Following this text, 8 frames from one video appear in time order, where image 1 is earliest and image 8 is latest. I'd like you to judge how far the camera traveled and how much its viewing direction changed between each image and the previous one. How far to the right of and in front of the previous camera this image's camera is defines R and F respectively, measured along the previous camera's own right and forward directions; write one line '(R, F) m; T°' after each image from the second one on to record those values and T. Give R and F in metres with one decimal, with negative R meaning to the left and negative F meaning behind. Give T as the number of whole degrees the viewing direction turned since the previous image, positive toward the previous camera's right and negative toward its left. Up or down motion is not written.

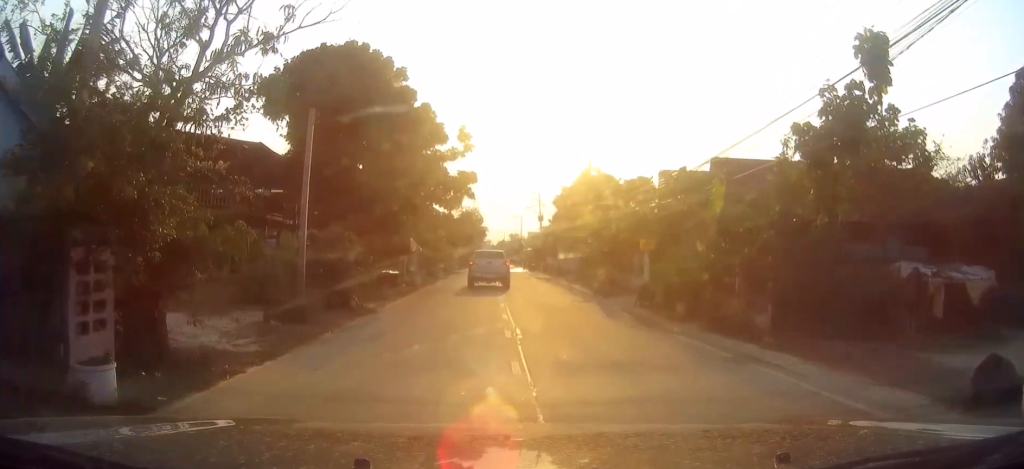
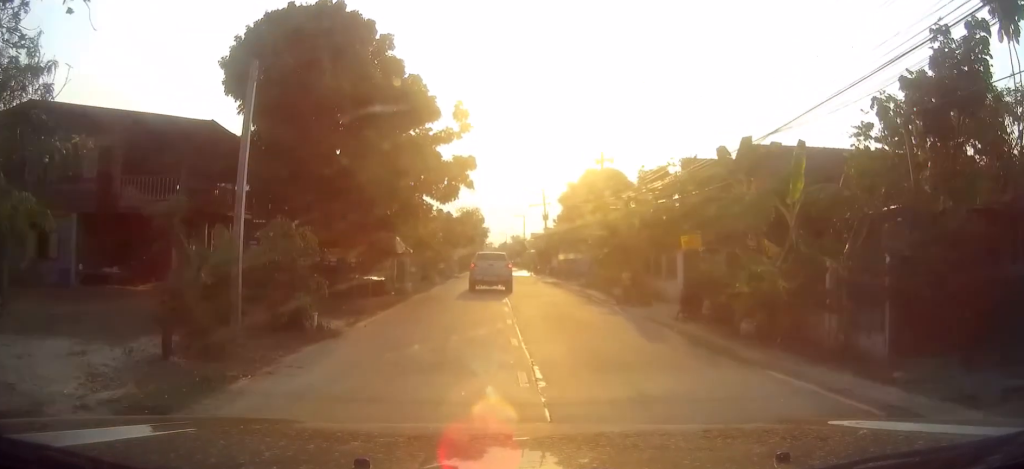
(+0.1, +4.9) m; 0°
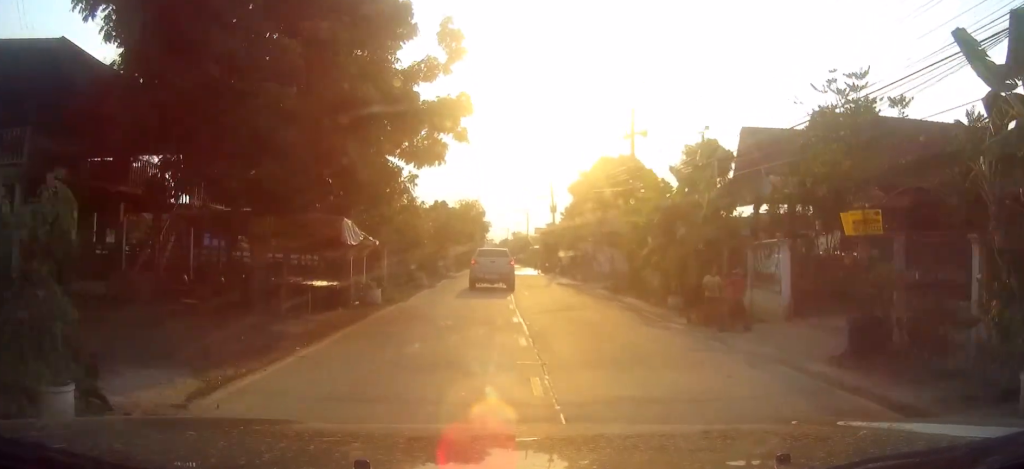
(-0.1, +8.4) m; 0°
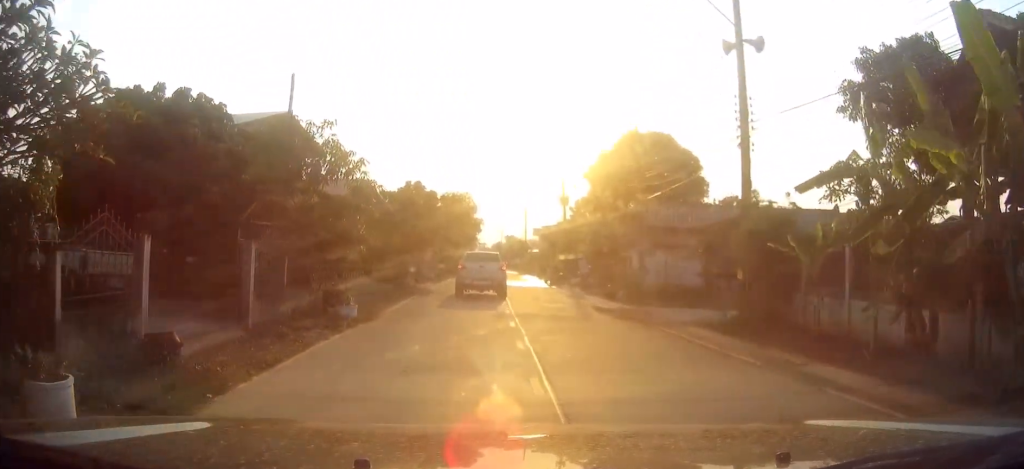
(+0.3, +16.2) m; +1°
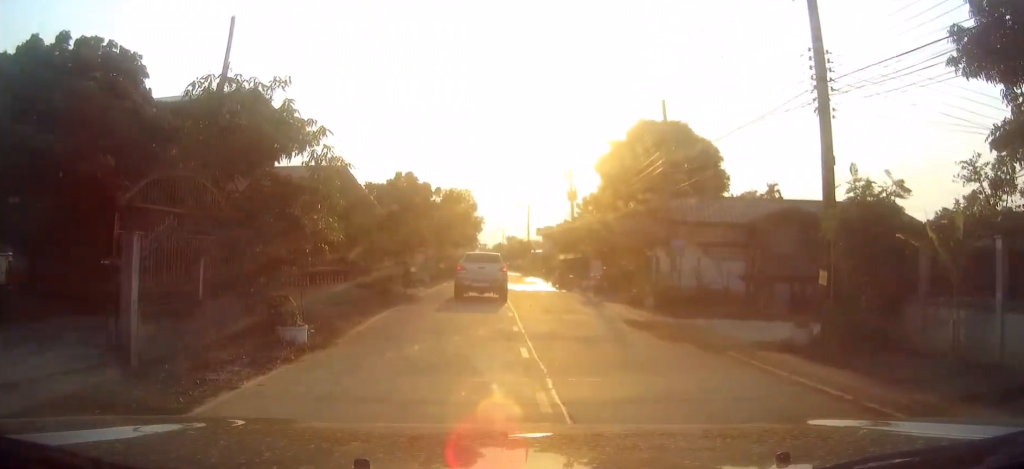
(0.0, +4.7) m; +1°
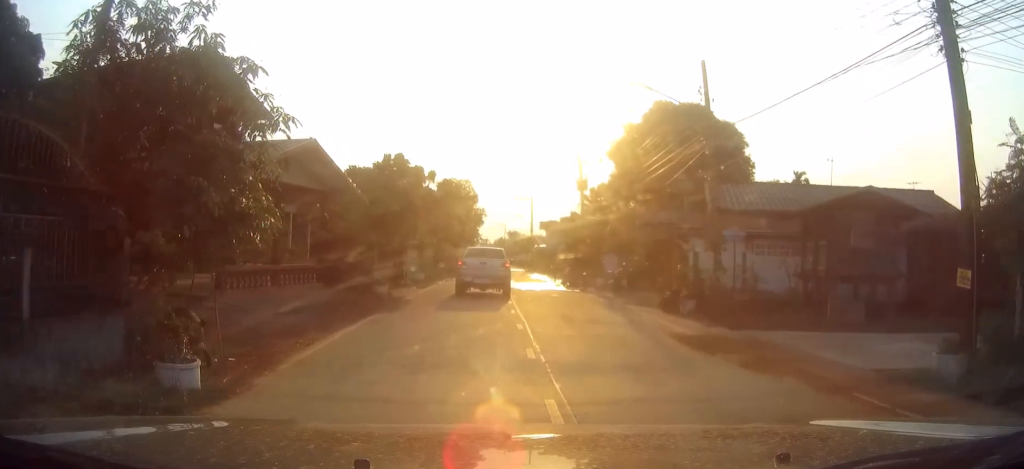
(+0.1, +4.9) m; 0°
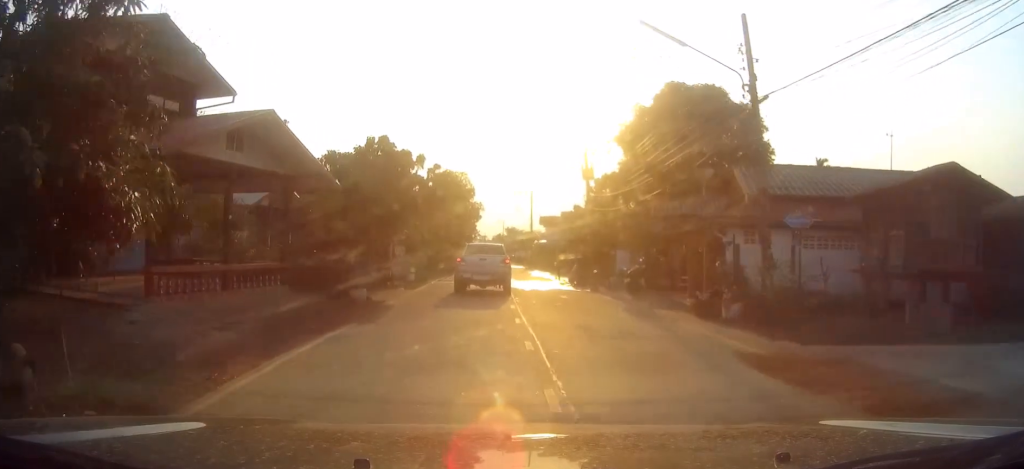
(+0.1, +3.8) m; 0°
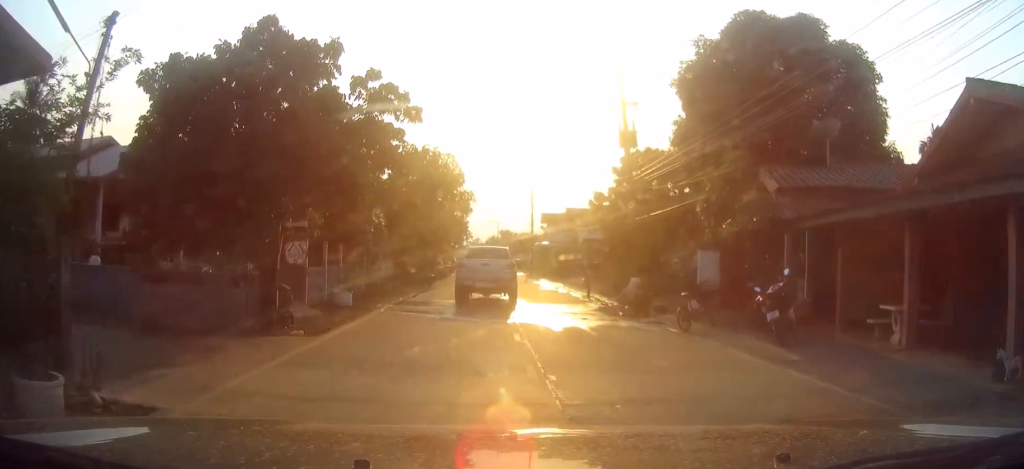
(0.0, +14.4) m; +2°
